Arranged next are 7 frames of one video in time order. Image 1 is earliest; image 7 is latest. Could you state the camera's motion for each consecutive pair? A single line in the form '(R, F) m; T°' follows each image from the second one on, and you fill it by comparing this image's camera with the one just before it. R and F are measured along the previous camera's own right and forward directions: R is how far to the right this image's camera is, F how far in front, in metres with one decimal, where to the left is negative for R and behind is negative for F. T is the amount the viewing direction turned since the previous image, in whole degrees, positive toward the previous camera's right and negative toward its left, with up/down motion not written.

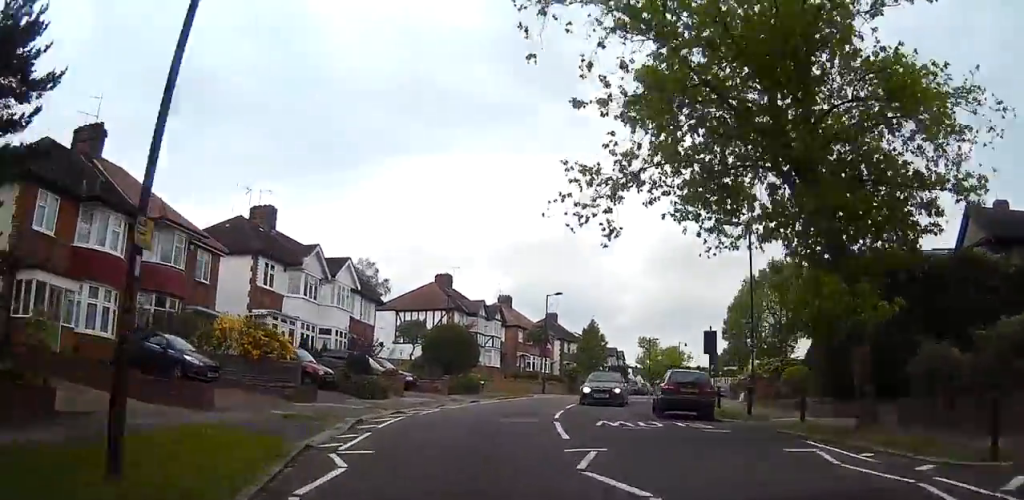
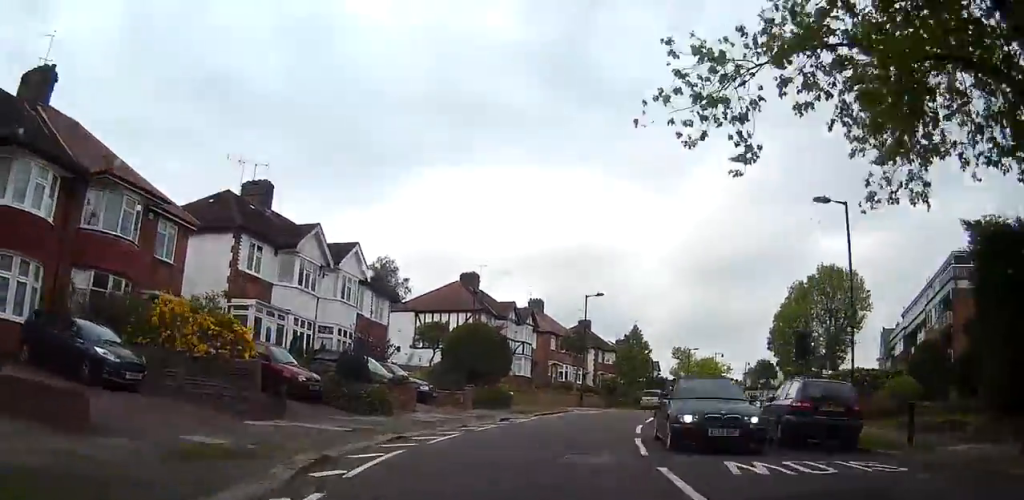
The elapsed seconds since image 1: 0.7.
(+0.1, +6.7) m; +1°
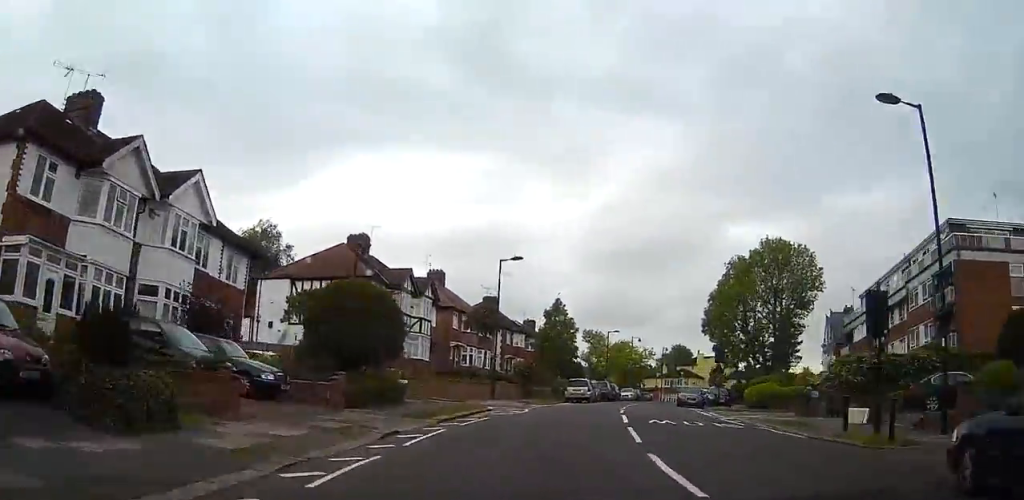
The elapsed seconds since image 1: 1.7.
(+0.2, +10.4) m; +3°
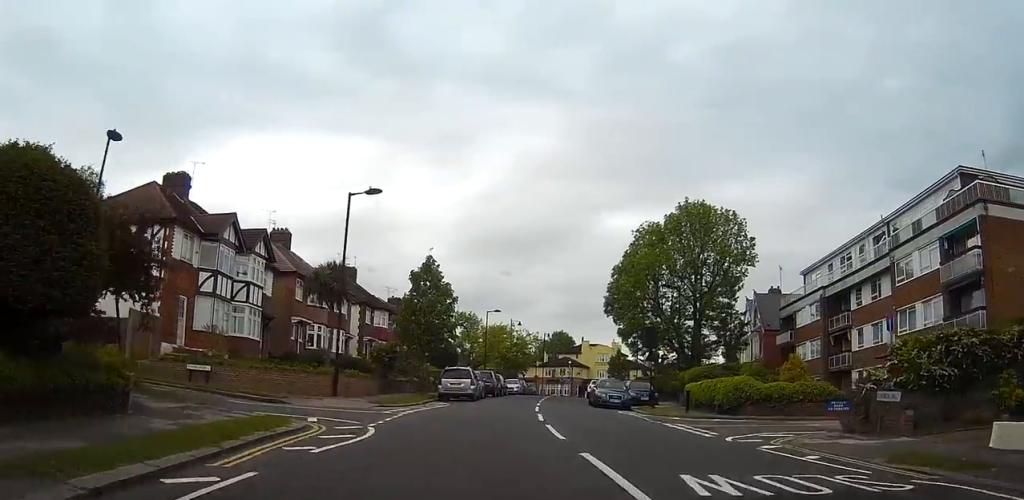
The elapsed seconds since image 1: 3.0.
(+0.9, +13.2) m; +10°
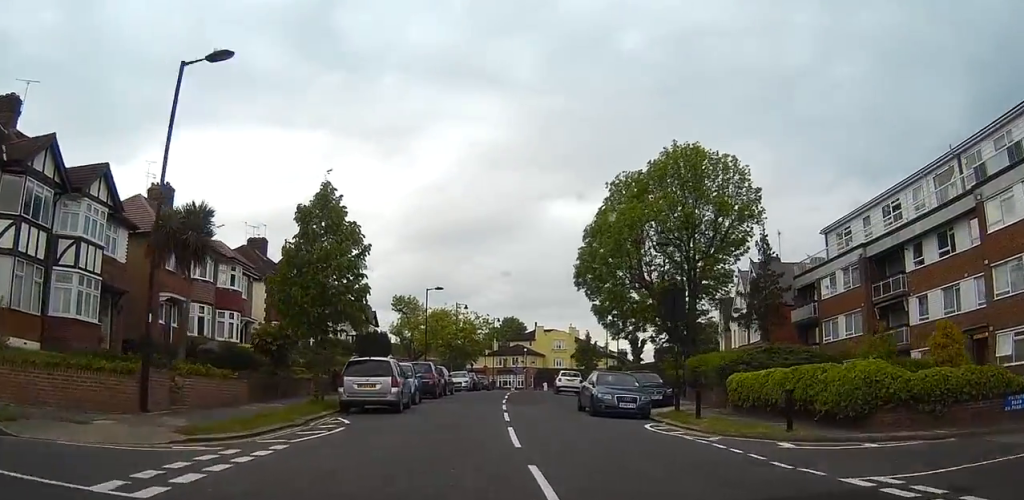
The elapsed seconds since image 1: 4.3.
(+1.2, +13.4) m; +7°
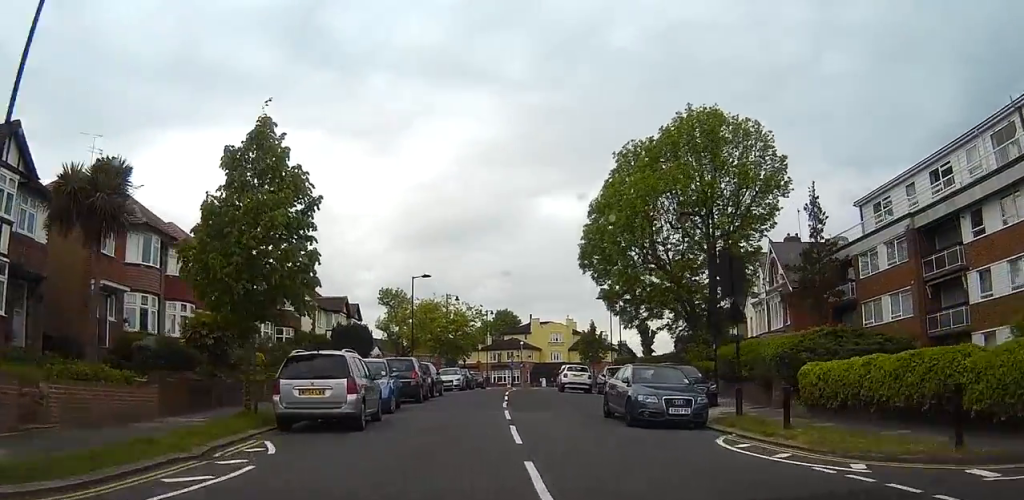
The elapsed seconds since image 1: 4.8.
(0.0, +6.3) m; +1°
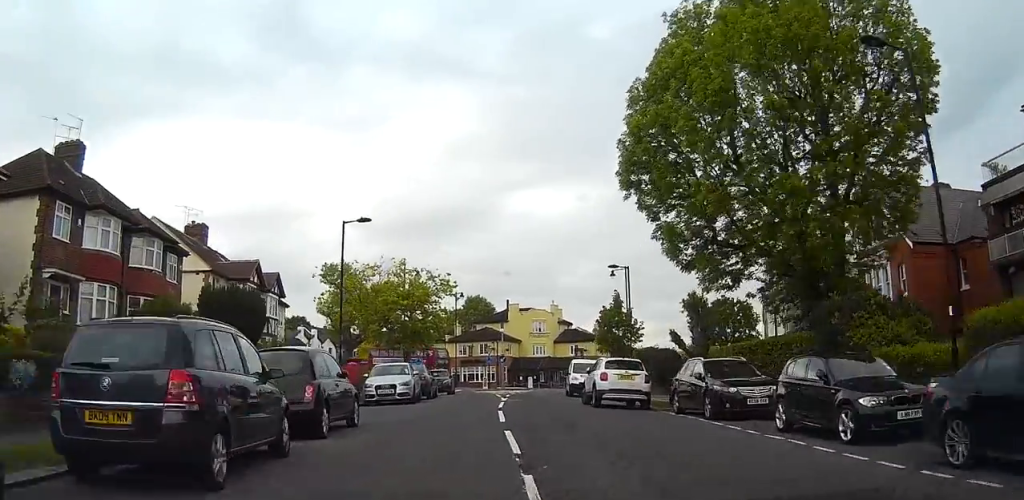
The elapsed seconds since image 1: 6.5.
(+0.4, +19.5) m; +3°
